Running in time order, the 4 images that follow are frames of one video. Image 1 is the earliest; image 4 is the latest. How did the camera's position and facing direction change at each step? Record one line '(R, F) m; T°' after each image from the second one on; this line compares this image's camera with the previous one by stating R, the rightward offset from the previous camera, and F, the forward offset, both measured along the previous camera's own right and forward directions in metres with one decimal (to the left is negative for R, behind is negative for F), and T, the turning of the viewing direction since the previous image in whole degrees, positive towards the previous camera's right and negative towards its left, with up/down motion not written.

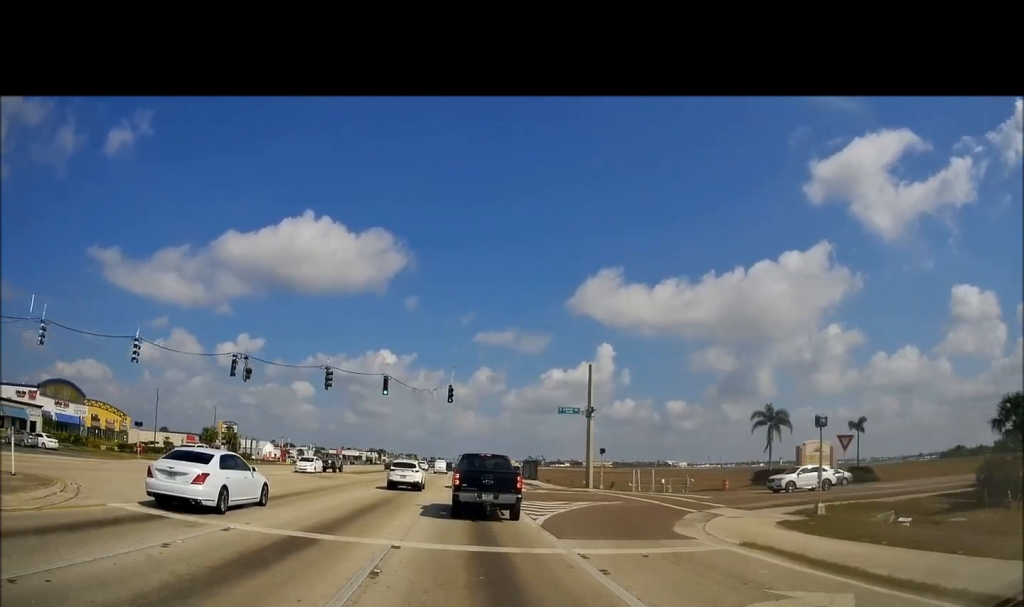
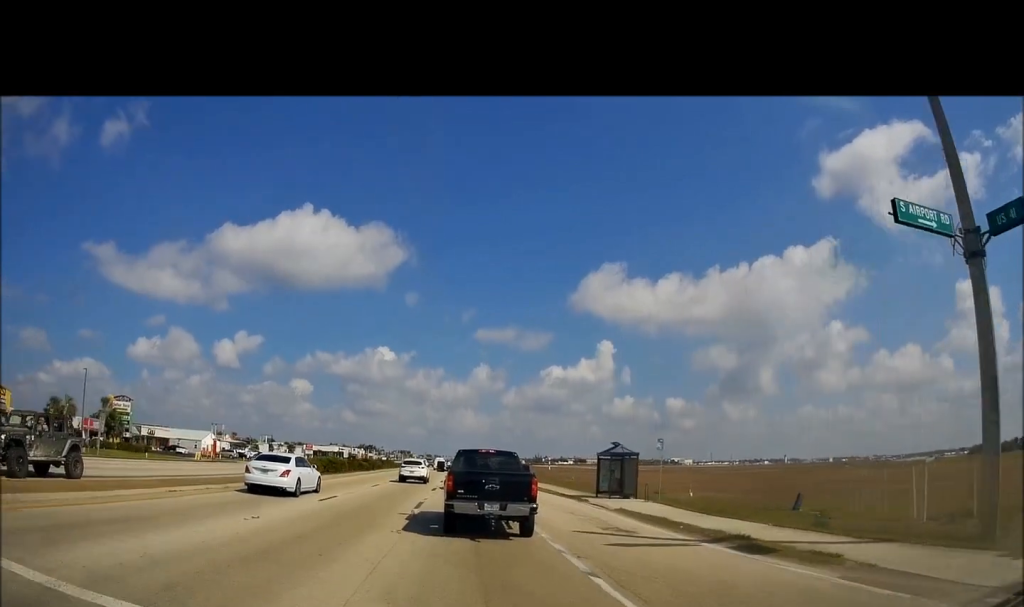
(+0.6, +43.4) m; 0°
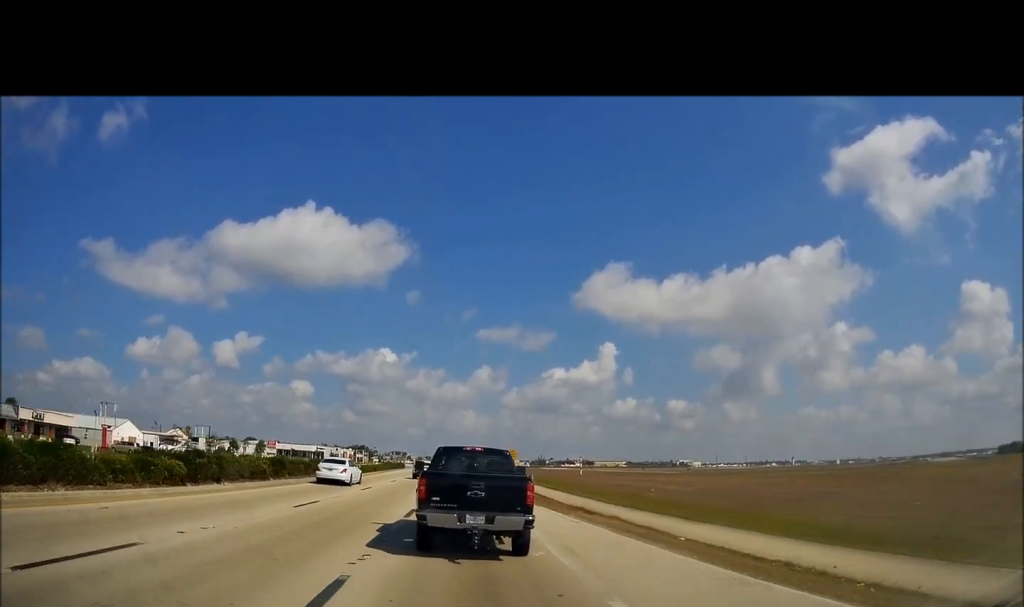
(+0.3, +39.0) m; +2°
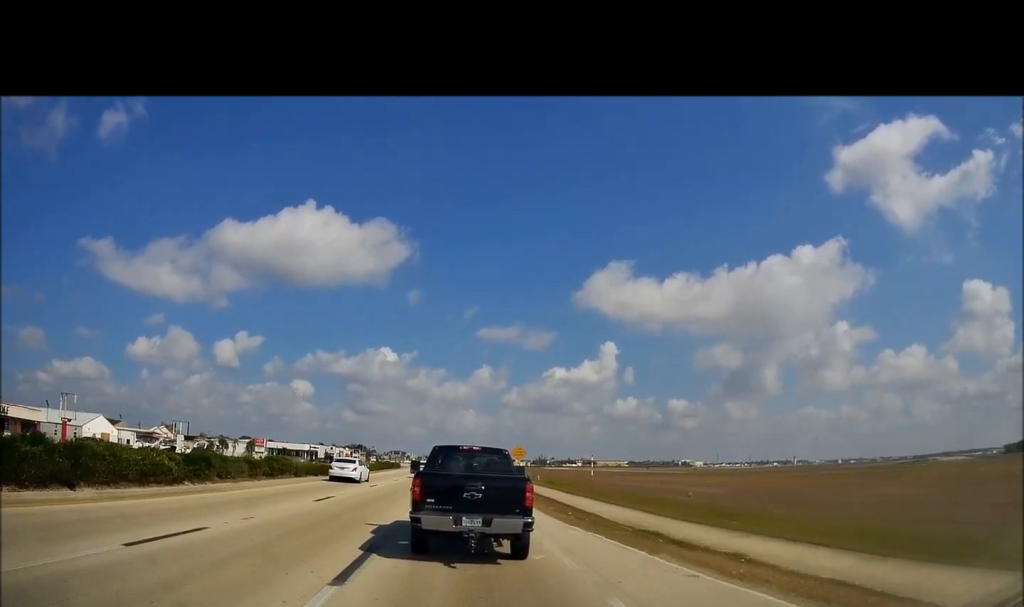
(+0.2, +9.4) m; 0°
